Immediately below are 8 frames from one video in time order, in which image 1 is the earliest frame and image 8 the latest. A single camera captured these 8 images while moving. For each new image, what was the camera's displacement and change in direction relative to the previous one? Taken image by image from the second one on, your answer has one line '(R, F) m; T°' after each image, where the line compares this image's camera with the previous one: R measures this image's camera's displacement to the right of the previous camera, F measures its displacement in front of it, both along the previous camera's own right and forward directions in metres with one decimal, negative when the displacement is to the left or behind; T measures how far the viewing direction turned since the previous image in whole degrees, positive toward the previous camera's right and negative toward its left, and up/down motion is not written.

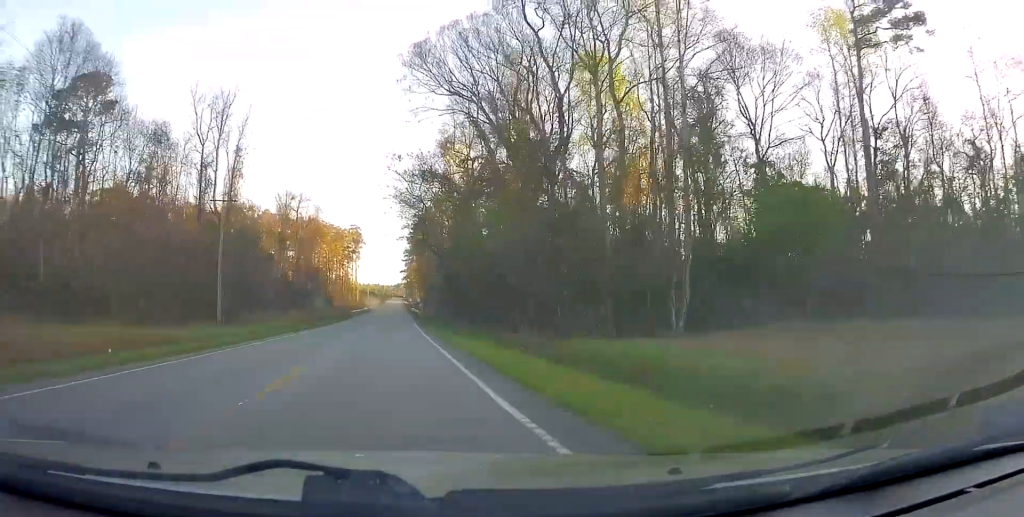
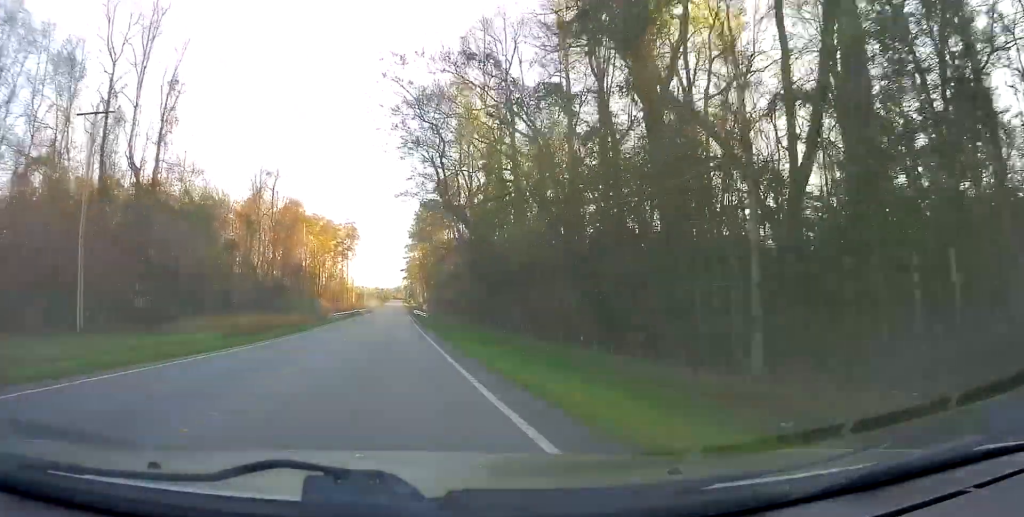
(+0.1, +22.4) m; -1°
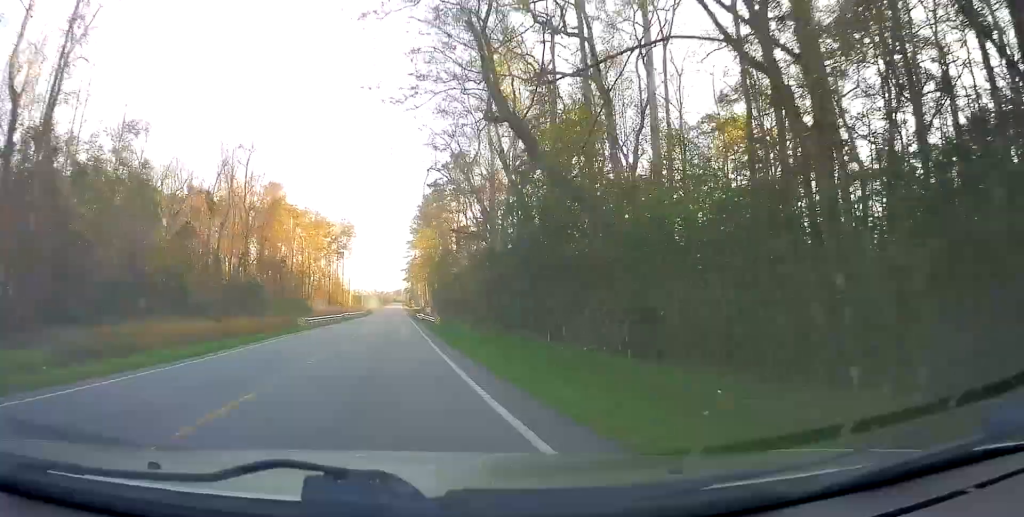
(0.0, +16.9) m; 0°
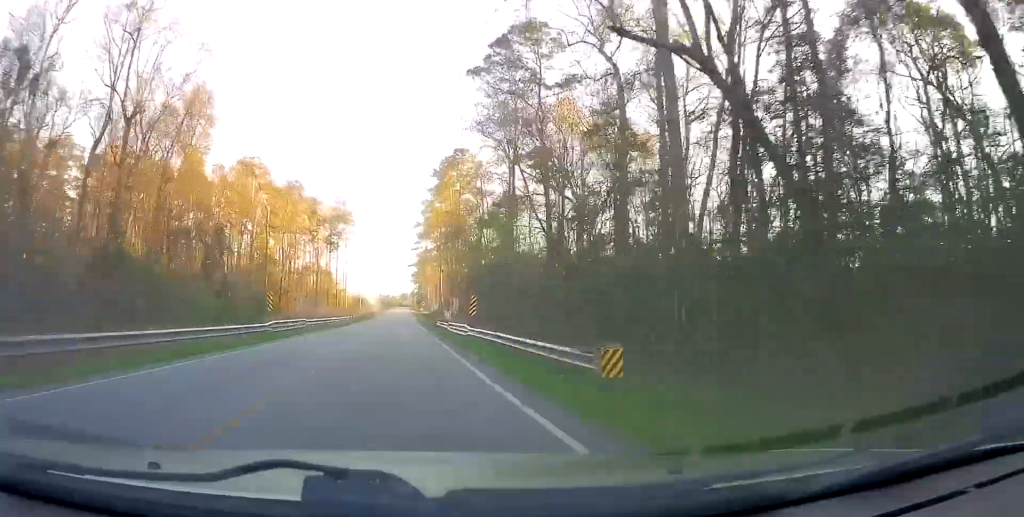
(-0.1, +37.4) m; +1°
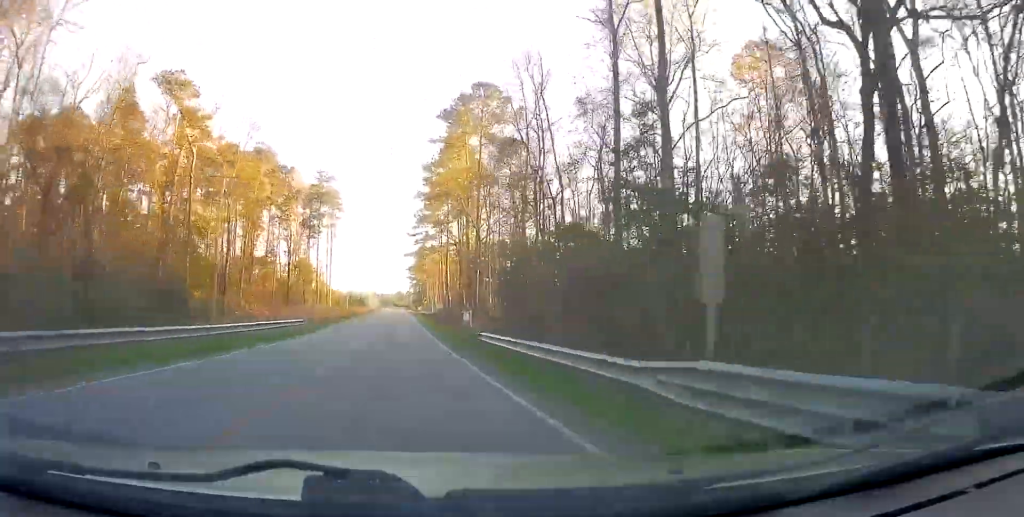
(+0.1, +29.1) m; 0°
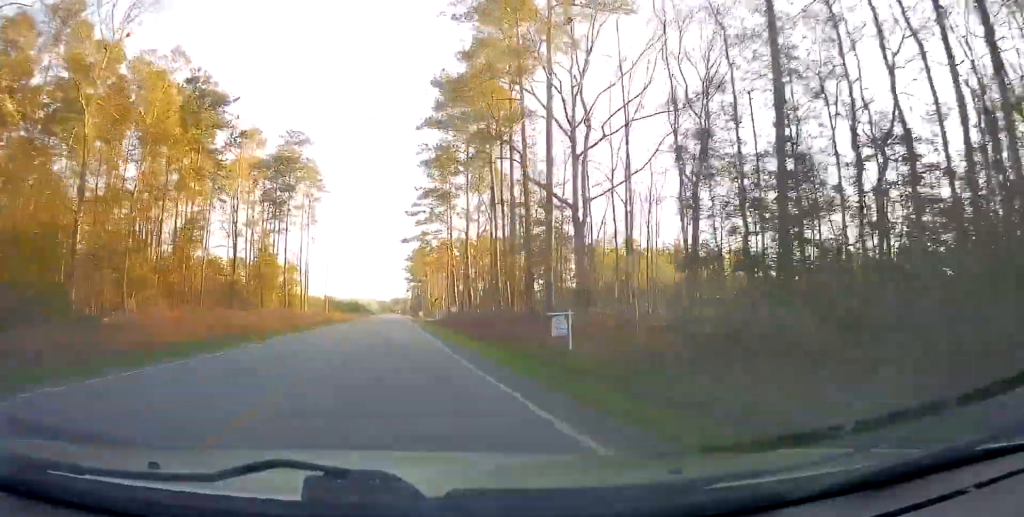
(+0.1, +32.9) m; -1°
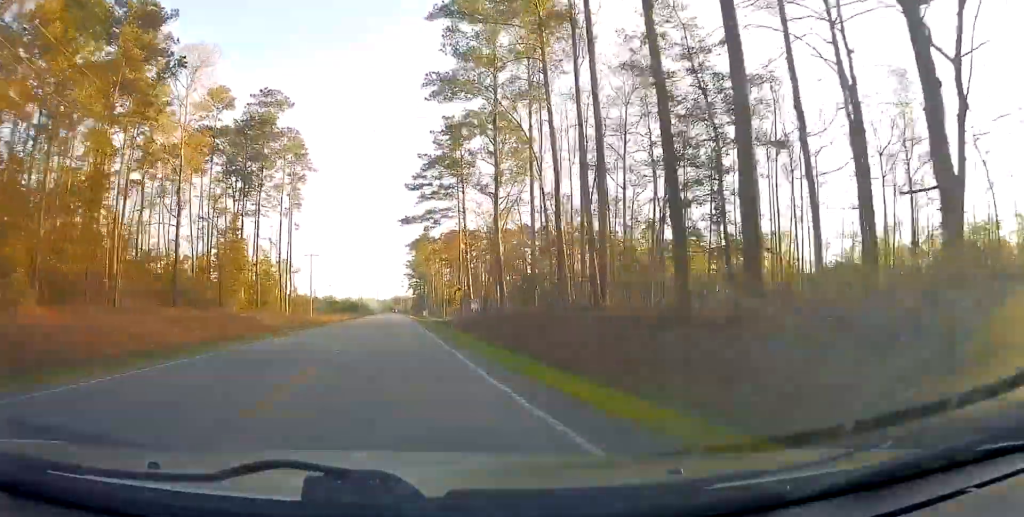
(-0.5, +19.7) m; 0°
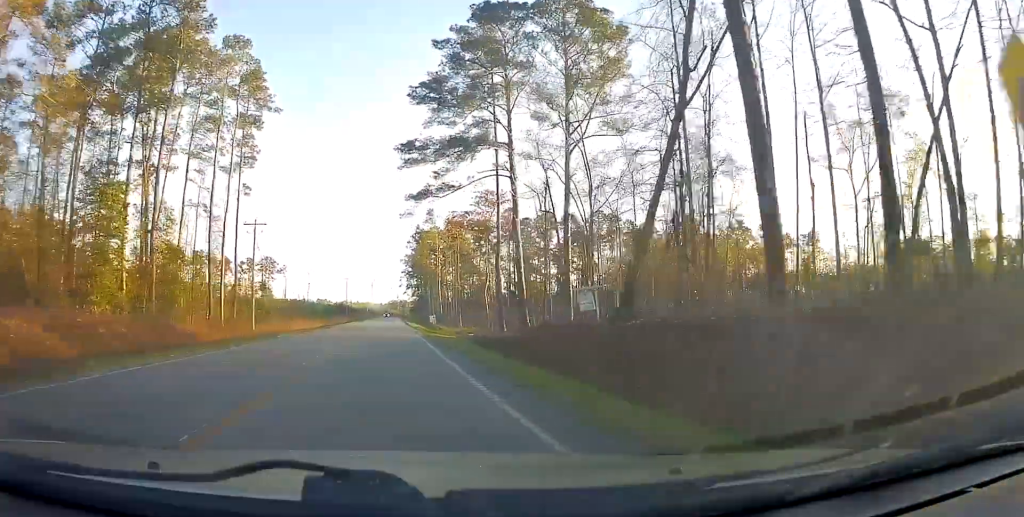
(+0.4, +34.7) m; +1°
